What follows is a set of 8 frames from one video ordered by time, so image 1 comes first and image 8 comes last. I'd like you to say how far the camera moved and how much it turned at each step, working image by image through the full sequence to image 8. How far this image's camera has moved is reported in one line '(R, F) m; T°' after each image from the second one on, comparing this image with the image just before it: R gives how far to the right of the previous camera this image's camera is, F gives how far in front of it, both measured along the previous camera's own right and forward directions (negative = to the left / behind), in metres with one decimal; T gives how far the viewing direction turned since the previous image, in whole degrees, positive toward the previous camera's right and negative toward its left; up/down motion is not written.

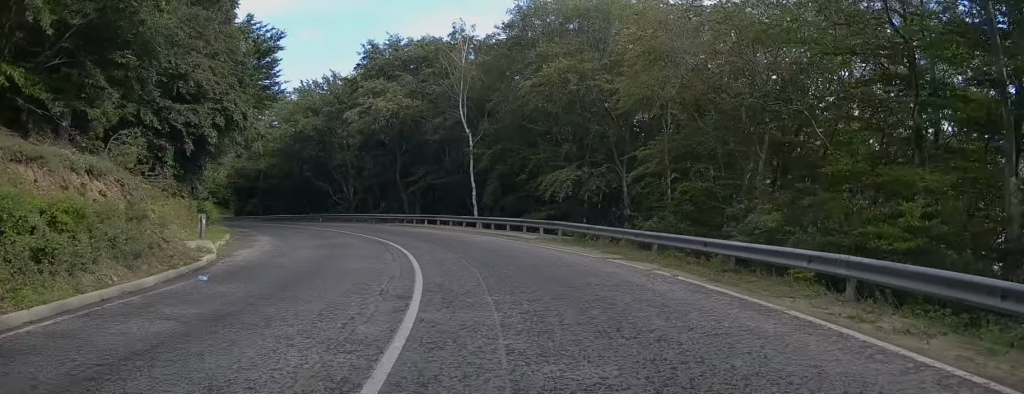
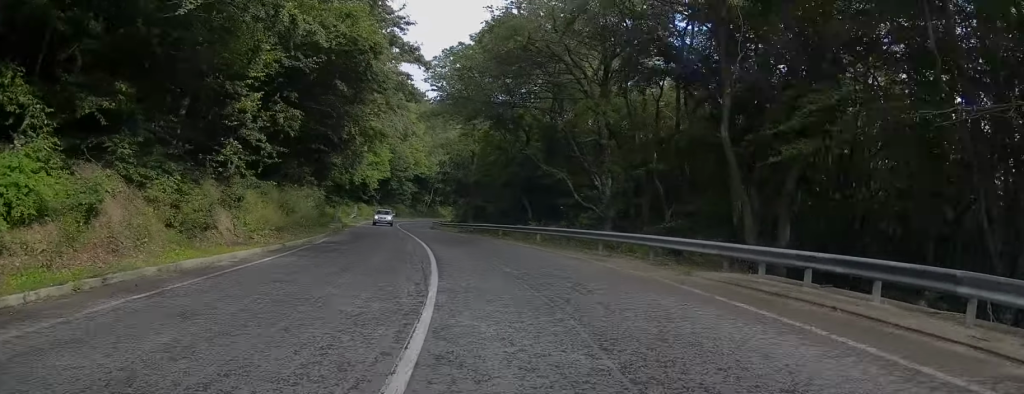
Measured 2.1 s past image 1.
(-5.7, +31.4) m; -18°
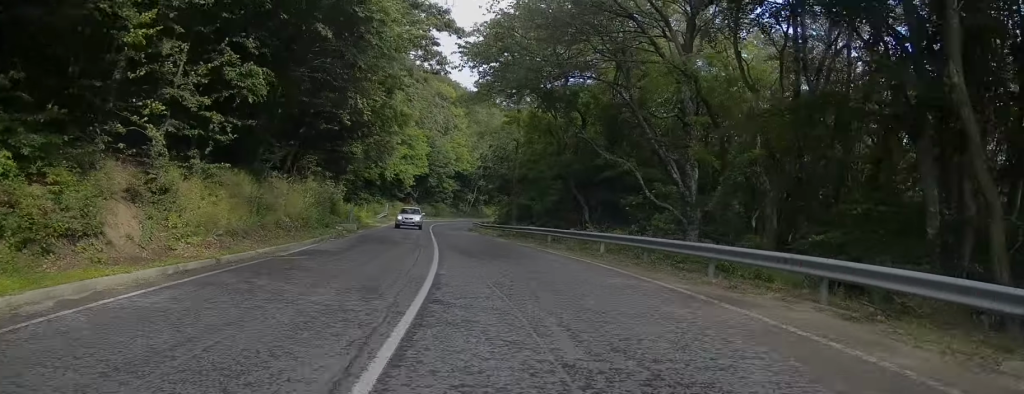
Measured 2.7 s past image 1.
(-0.2, +8.2) m; -3°
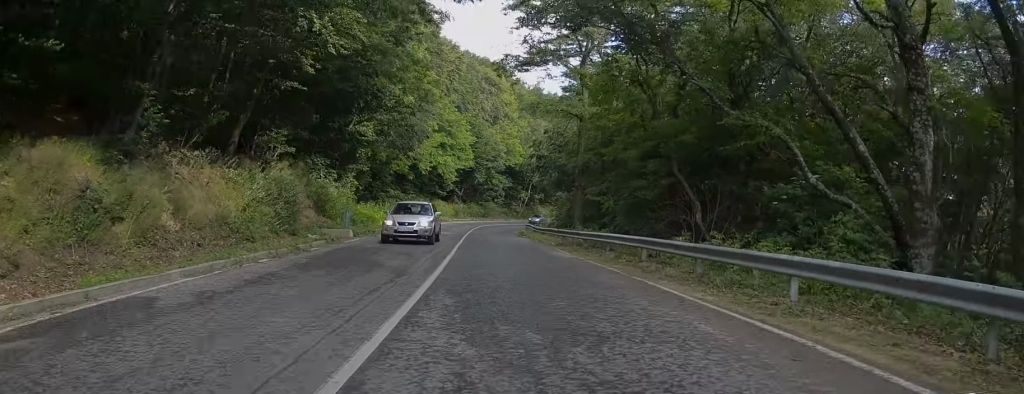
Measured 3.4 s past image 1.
(-0.4, +11.9) m; -4°
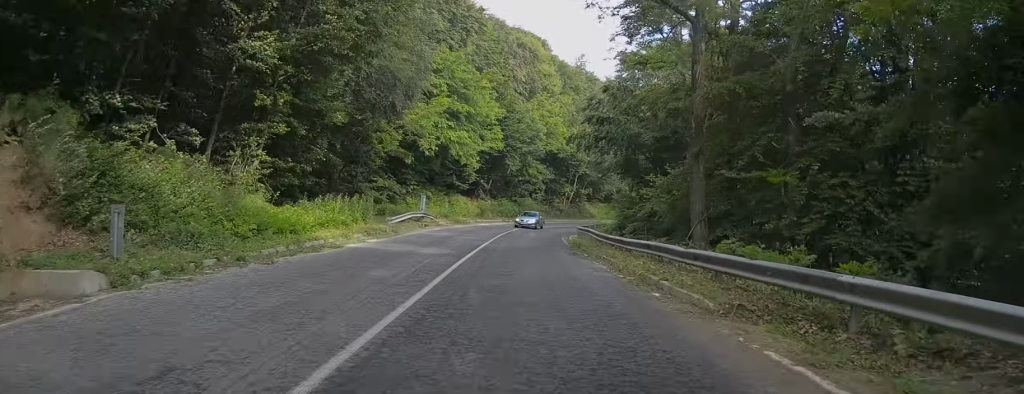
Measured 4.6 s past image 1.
(-1.0, +18.7) m; -5°
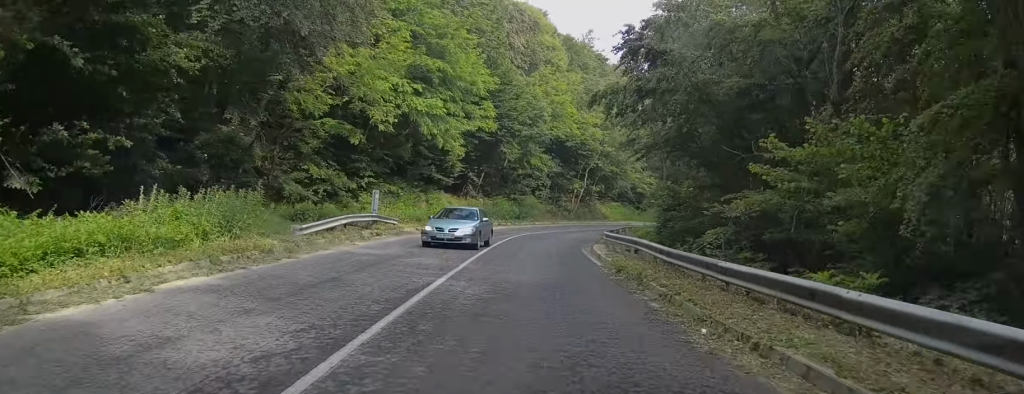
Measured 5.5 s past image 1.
(-0.3, +12.9) m; -1°
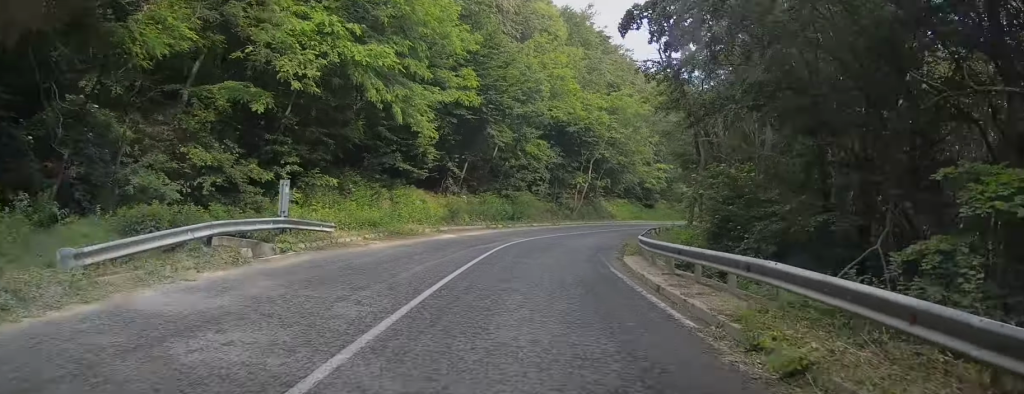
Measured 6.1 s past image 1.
(-0.1, +9.8) m; +1°
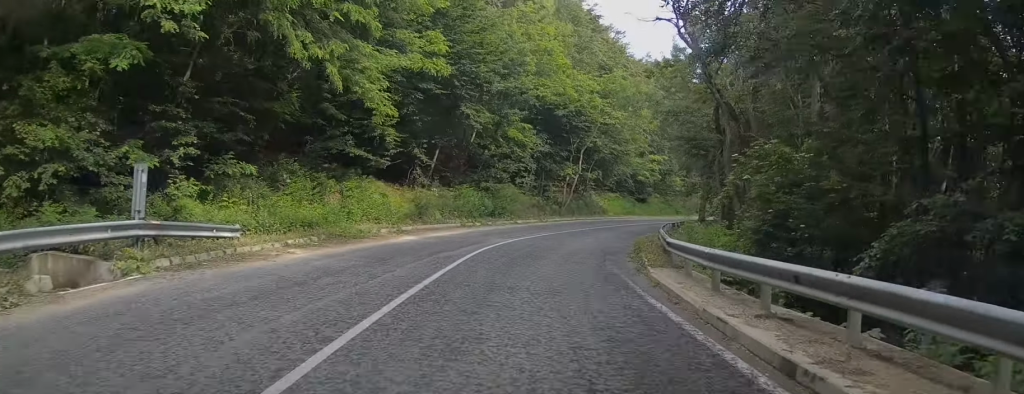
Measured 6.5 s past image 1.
(+0.1, +6.2) m; +1°
